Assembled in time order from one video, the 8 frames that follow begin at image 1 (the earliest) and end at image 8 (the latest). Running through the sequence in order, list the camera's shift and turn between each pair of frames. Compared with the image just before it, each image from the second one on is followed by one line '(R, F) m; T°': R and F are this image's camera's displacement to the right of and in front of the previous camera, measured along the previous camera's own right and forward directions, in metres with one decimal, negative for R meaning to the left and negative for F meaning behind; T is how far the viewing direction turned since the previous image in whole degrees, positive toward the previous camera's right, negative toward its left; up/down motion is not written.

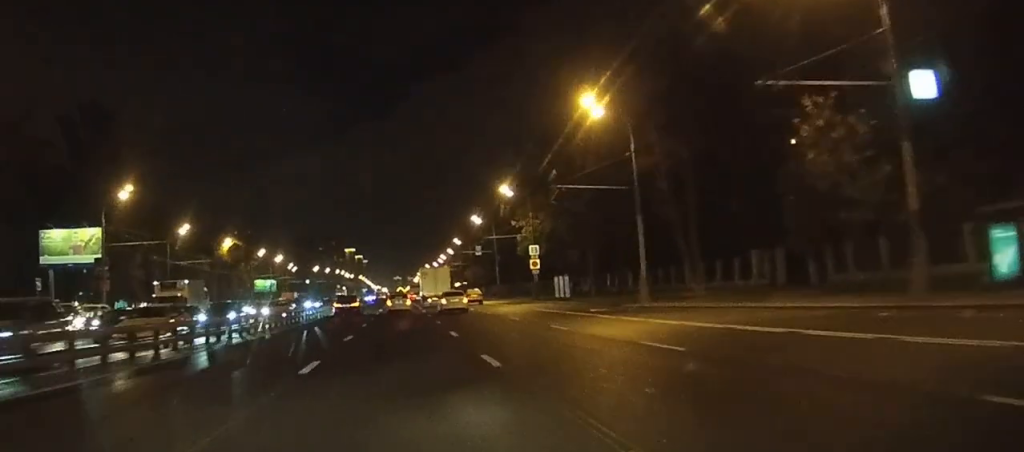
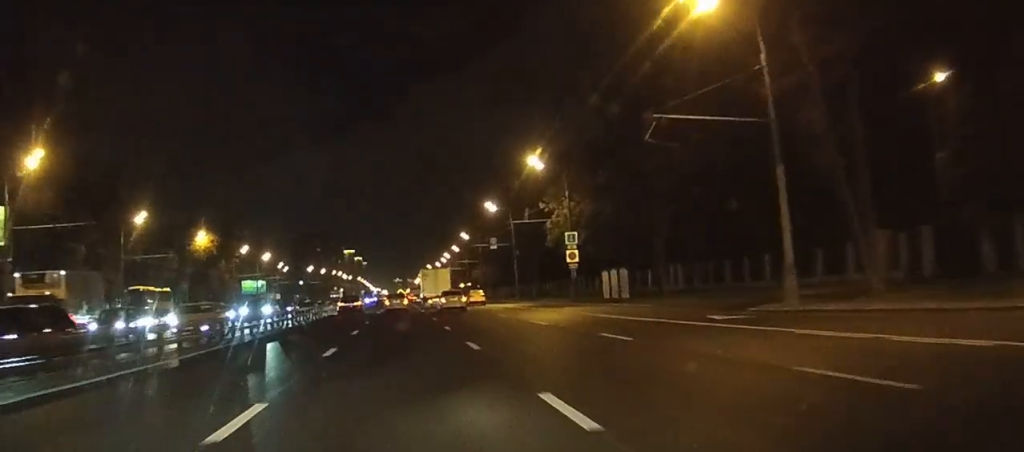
(+0.3, +18.7) m; -1°
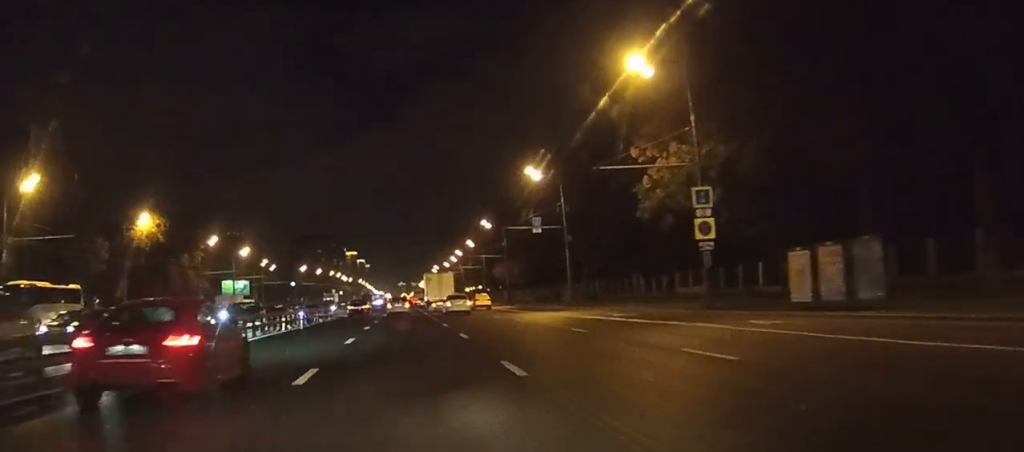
(-0.6, +26.6) m; -1°
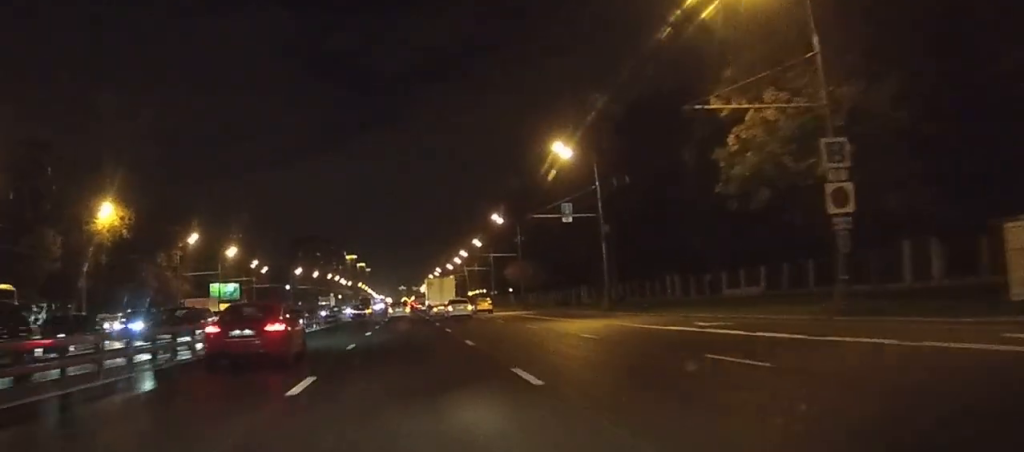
(+0.2, +14.9) m; 0°
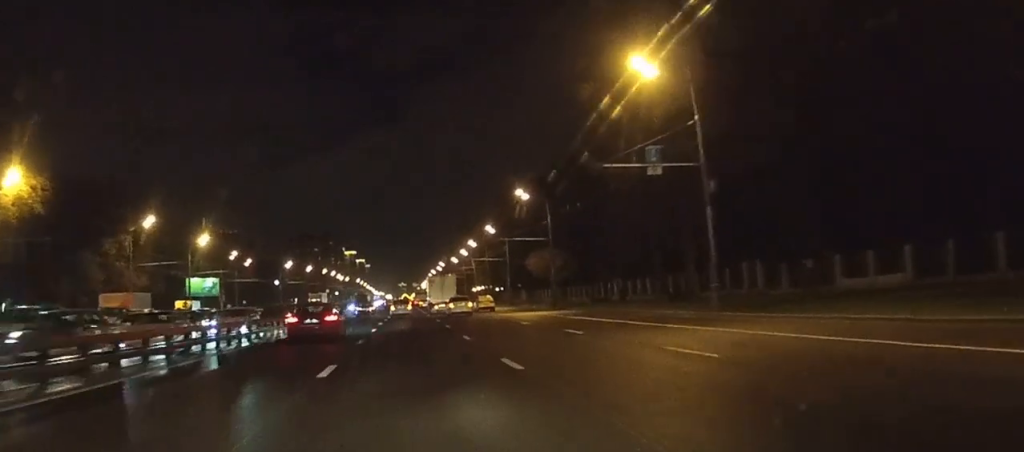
(0.0, +24.2) m; 0°
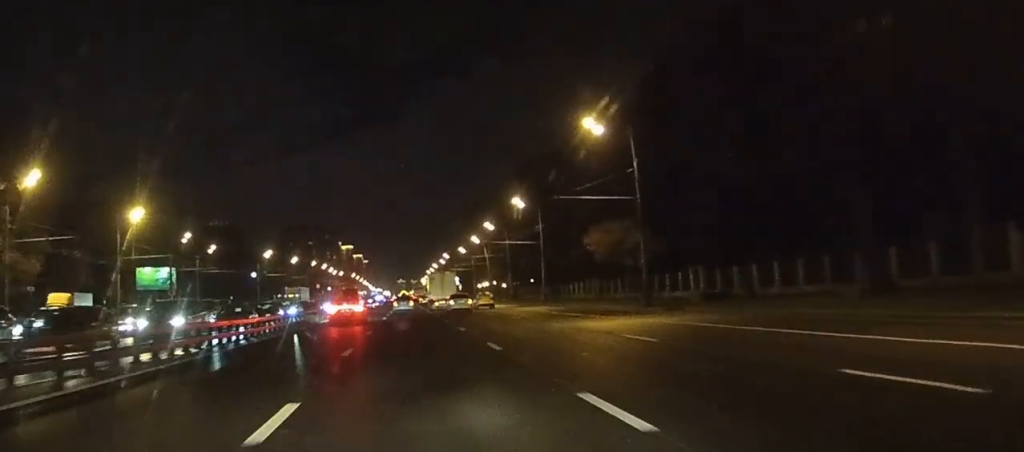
(-0.1, +34.1) m; 0°
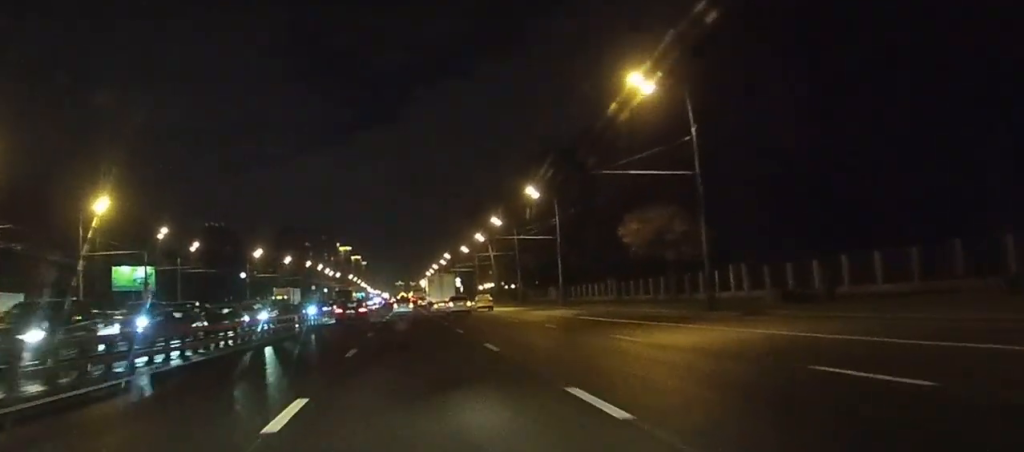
(+0.1, +11.5) m; 0°
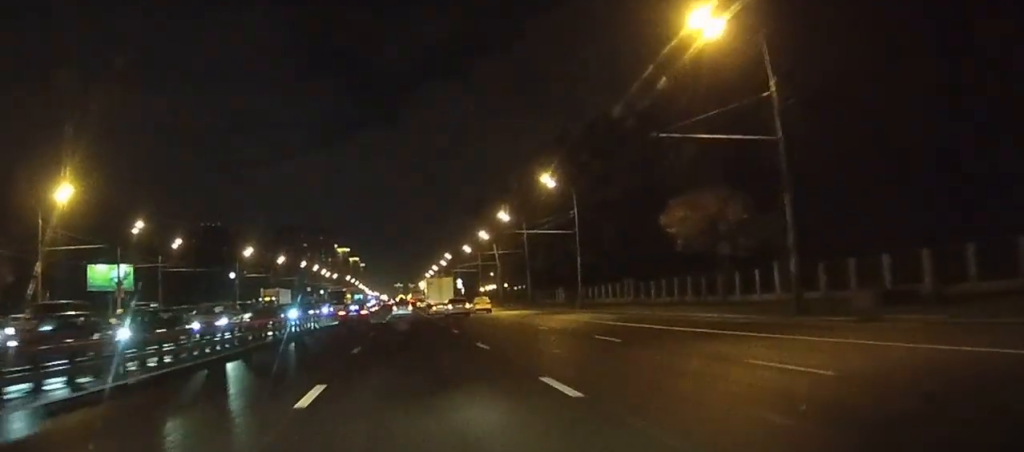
(0.0, +9.8) m; 0°
